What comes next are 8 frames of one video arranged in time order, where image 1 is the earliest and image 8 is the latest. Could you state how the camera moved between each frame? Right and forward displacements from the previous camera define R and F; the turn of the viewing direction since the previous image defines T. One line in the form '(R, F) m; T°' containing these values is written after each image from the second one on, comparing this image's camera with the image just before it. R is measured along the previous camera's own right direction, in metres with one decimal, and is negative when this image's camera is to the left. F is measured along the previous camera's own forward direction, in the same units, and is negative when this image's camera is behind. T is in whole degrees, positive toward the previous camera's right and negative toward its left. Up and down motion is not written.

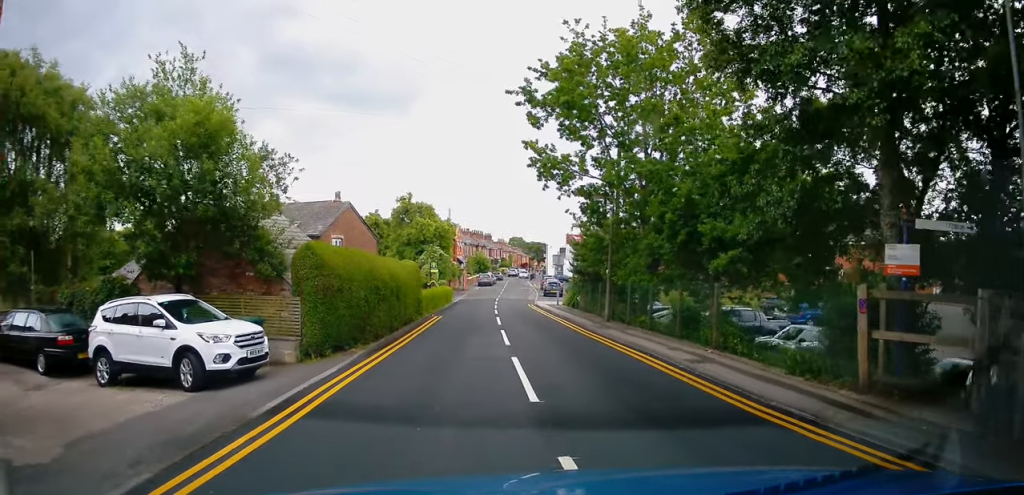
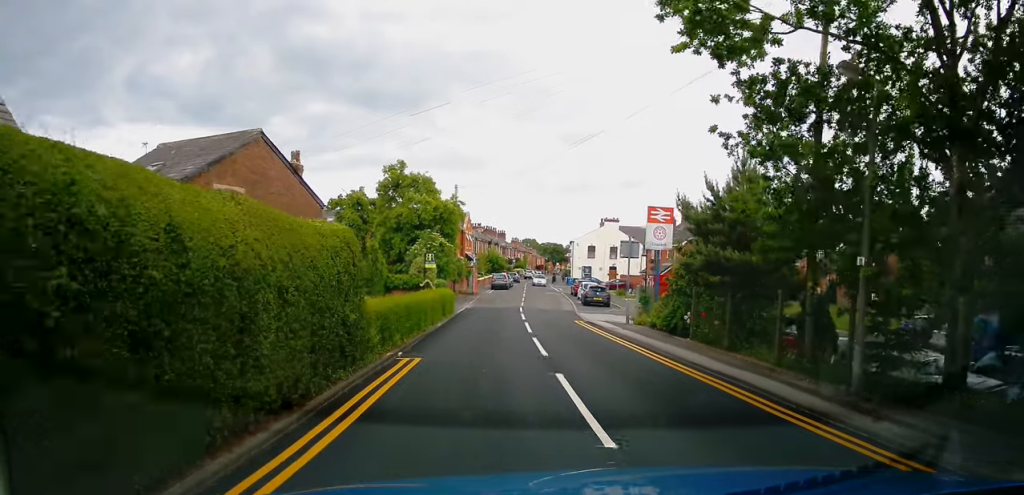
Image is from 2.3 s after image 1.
(-1.4, +14.4) m; -6°
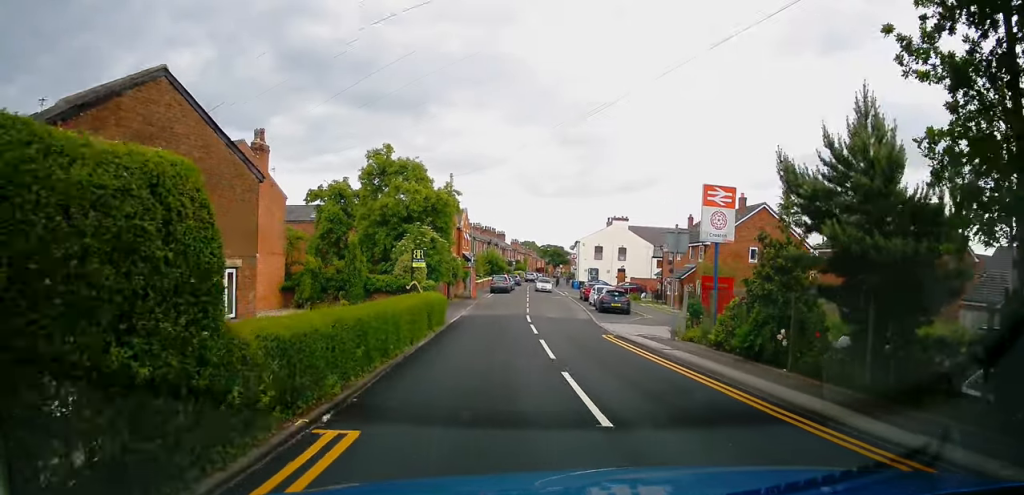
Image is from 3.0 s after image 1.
(+0.2, +5.5) m; +2°
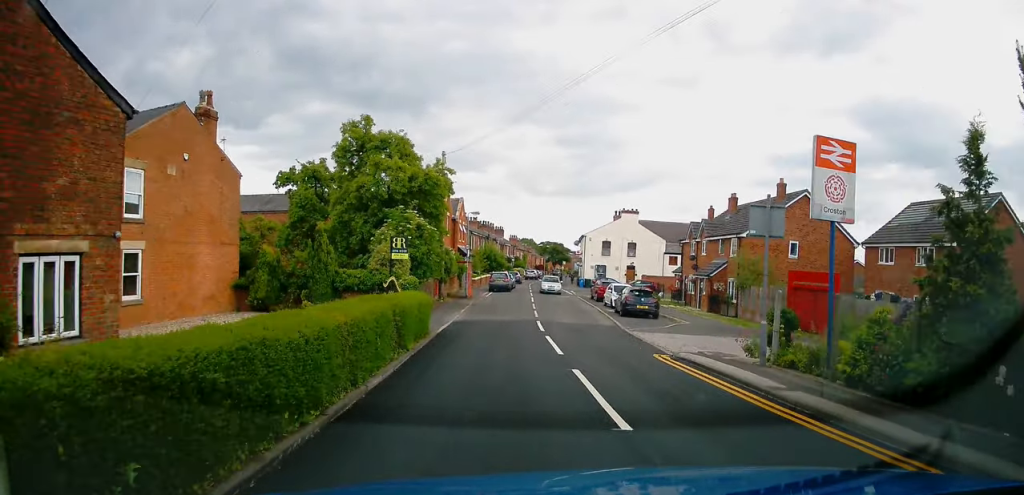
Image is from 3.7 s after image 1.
(+0.2, +5.4) m; +2°
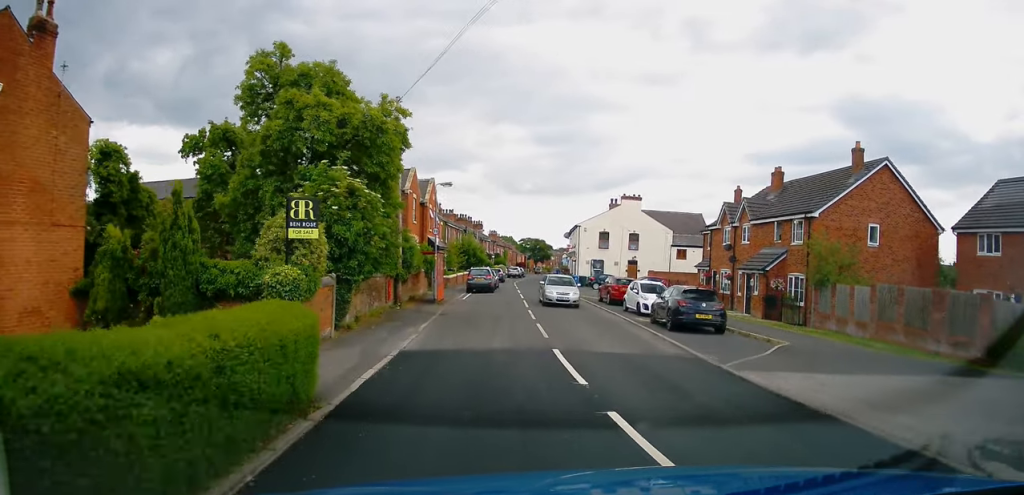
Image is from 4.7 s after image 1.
(0.0, +9.9) m; +1°
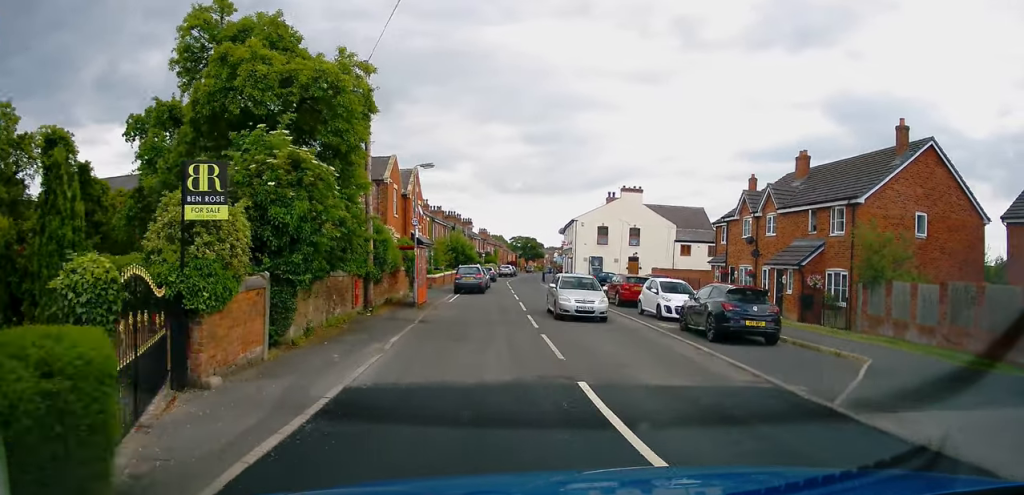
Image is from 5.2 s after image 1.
(+0.1, +4.4) m; +1°
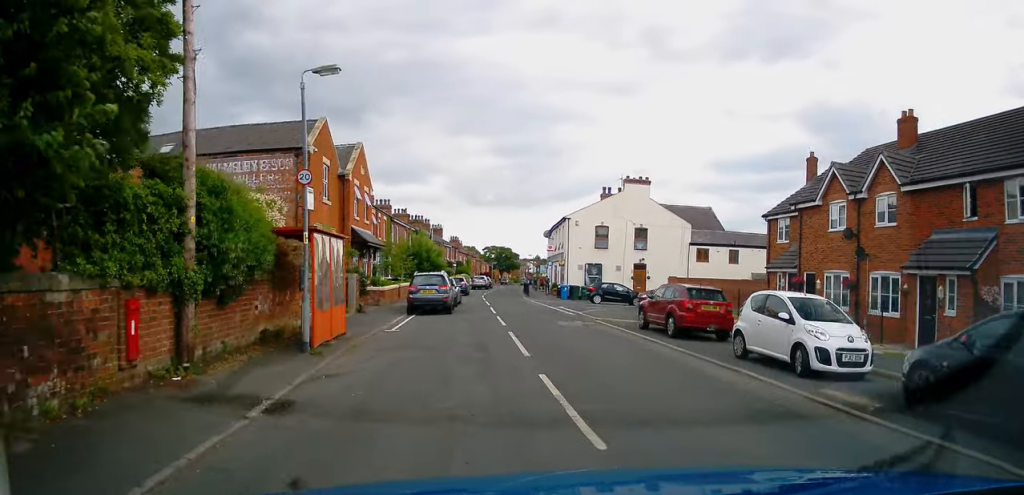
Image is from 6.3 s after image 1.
(+0.1, +11.0) m; +2°
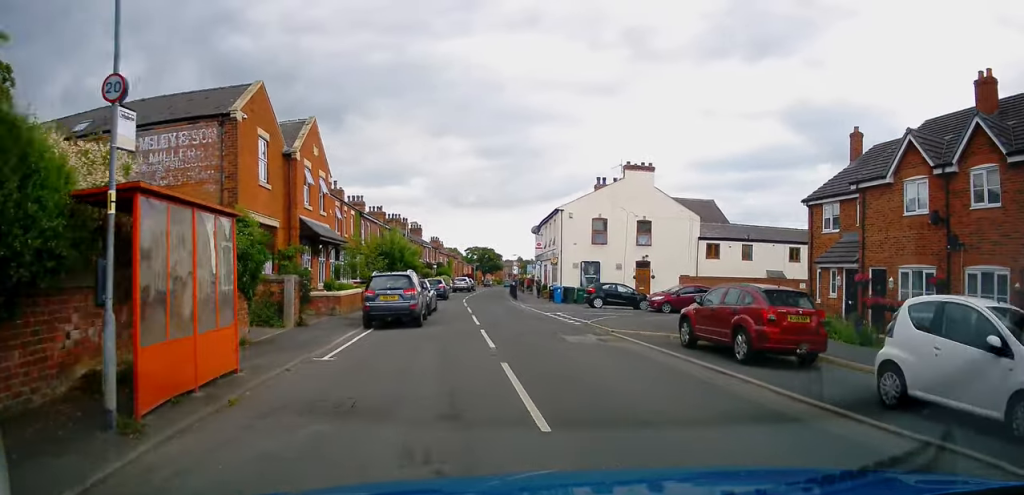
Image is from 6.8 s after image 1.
(0.0, +5.8) m; +1°
